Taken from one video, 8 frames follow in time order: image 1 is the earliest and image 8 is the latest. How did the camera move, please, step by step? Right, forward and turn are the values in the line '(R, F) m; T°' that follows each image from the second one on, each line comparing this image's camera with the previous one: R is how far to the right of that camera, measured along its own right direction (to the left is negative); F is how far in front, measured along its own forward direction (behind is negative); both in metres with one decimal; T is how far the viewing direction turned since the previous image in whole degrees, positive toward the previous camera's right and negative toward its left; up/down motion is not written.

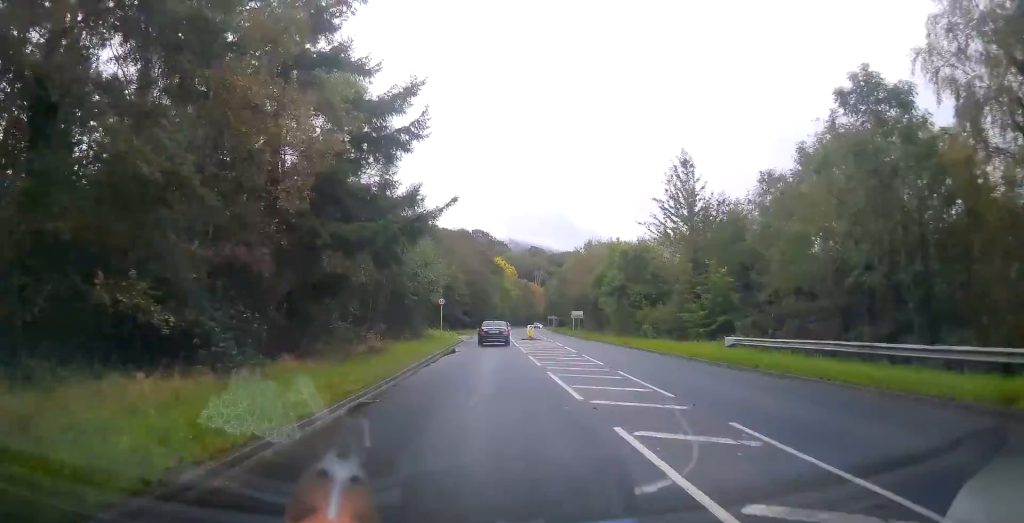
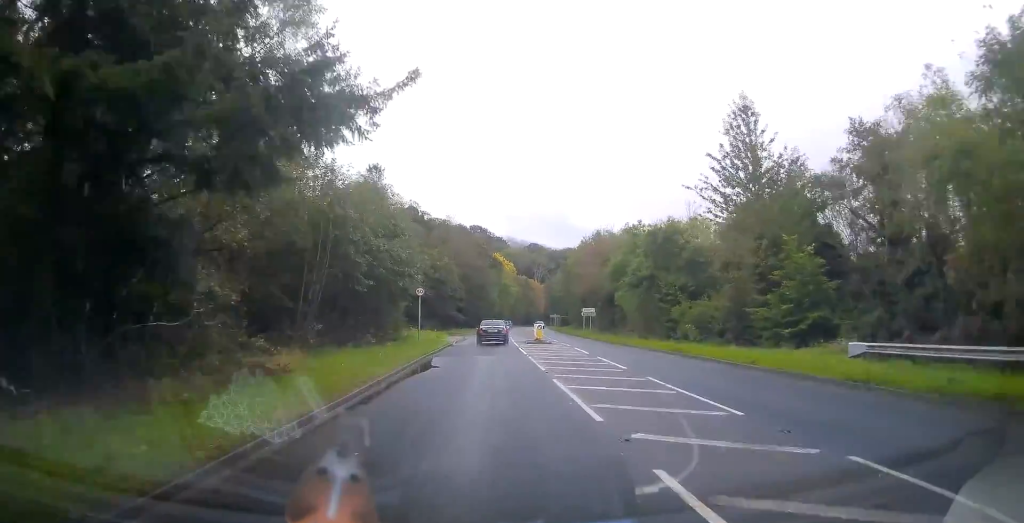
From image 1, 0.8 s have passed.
(+0.1, +11.4) m; 0°
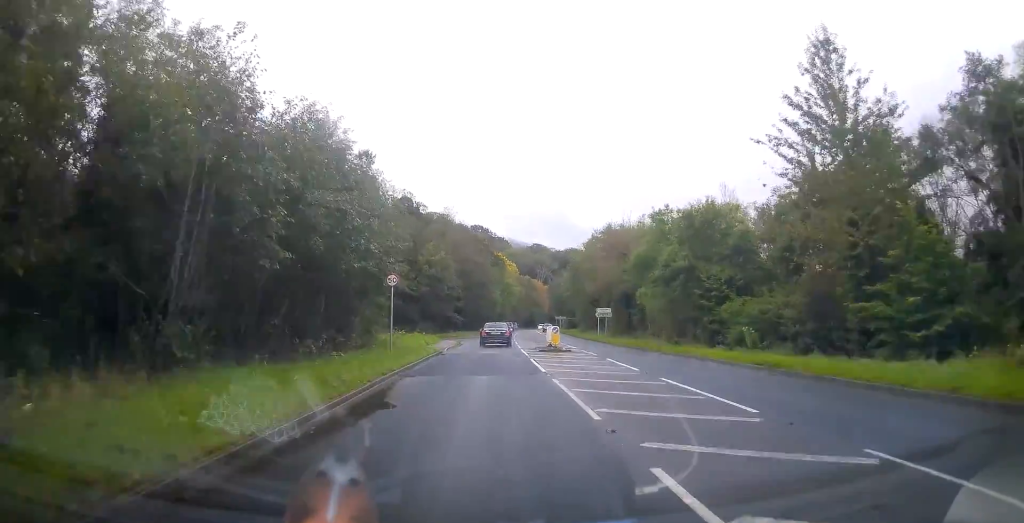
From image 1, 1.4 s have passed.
(0.0, +8.9) m; 0°
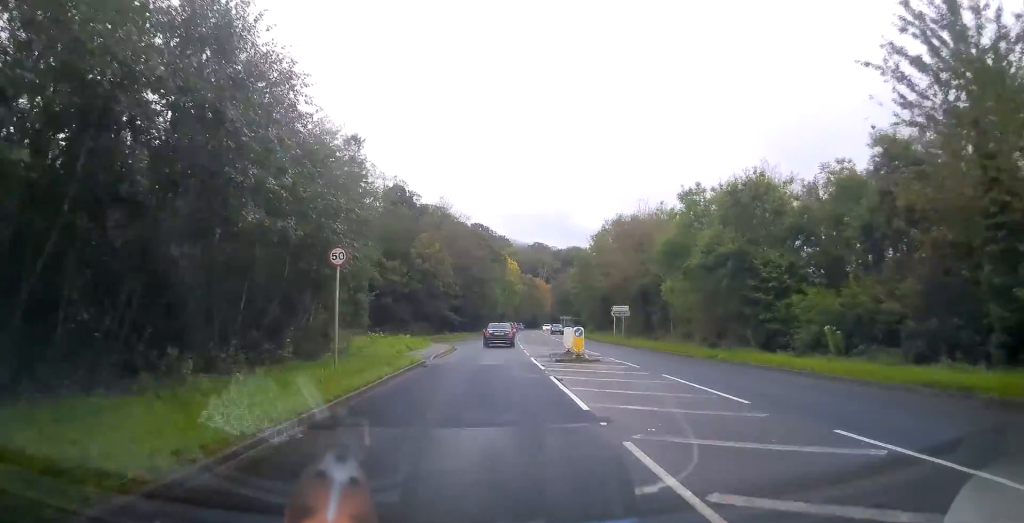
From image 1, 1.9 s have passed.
(0.0, +7.8) m; 0°
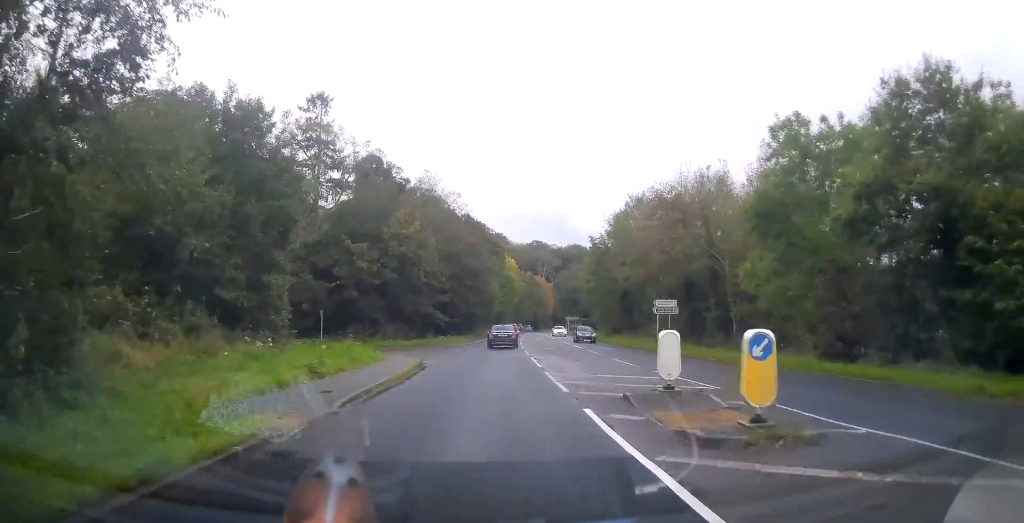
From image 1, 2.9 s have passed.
(-0.1, +15.2) m; 0°
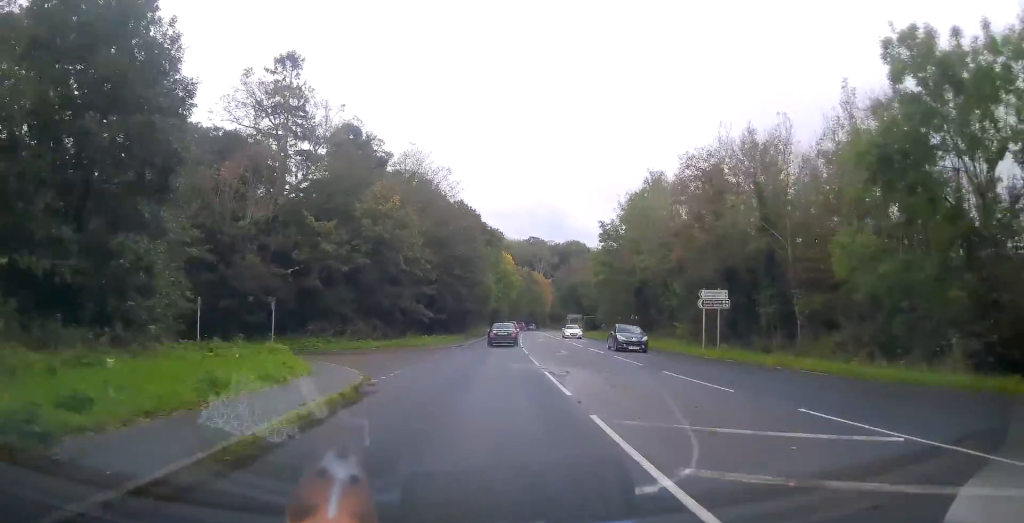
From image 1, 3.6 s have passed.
(+0.1, +9.3) m; 0°
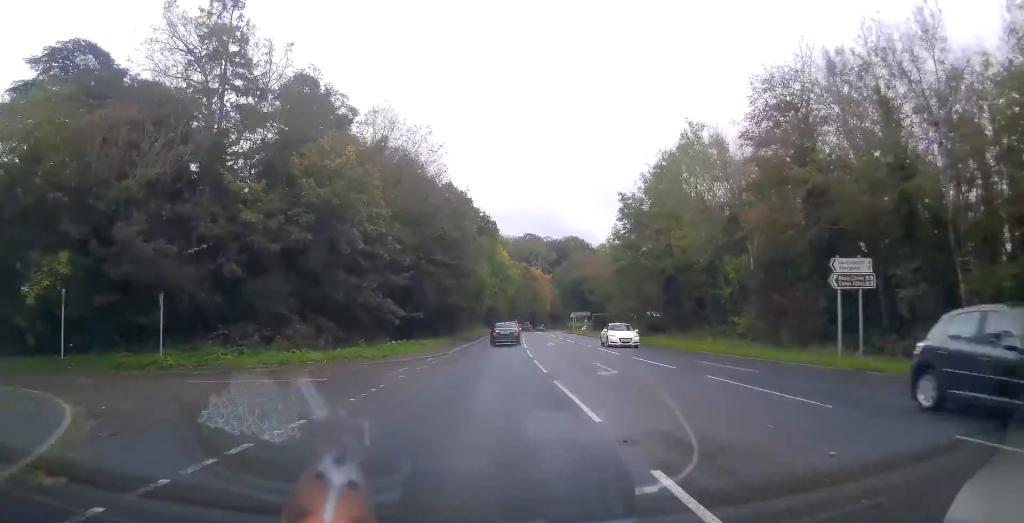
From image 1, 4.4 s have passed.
(+0.1, +12.4) m; 0°
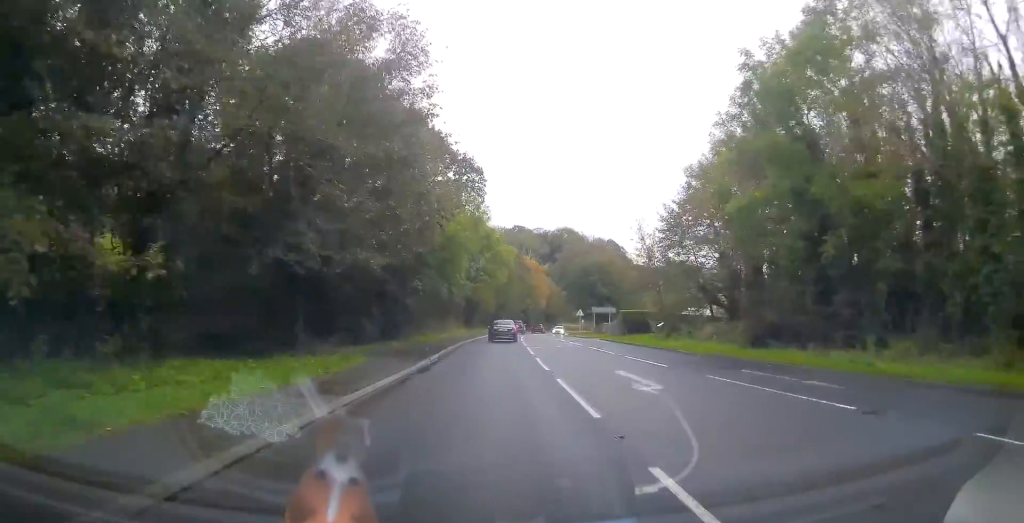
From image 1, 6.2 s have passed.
(0.0, +26.7) m; +1°
